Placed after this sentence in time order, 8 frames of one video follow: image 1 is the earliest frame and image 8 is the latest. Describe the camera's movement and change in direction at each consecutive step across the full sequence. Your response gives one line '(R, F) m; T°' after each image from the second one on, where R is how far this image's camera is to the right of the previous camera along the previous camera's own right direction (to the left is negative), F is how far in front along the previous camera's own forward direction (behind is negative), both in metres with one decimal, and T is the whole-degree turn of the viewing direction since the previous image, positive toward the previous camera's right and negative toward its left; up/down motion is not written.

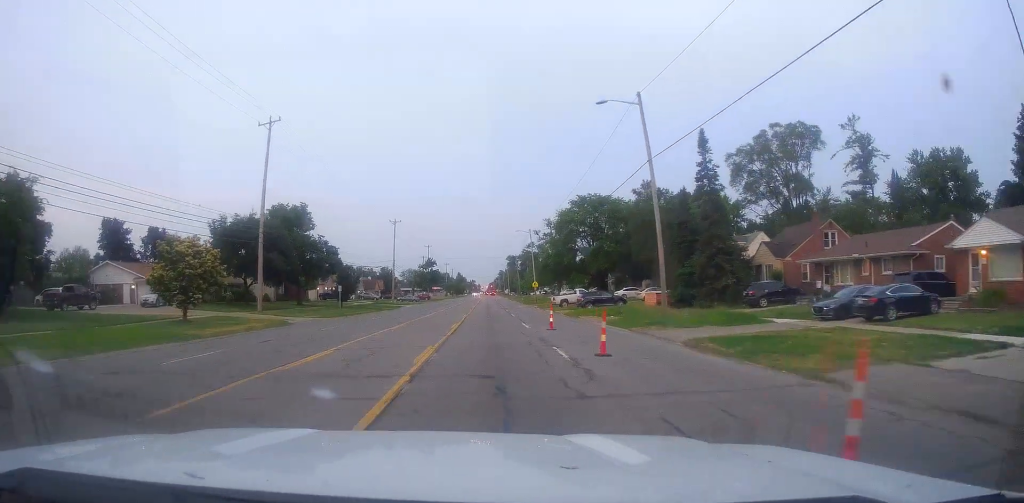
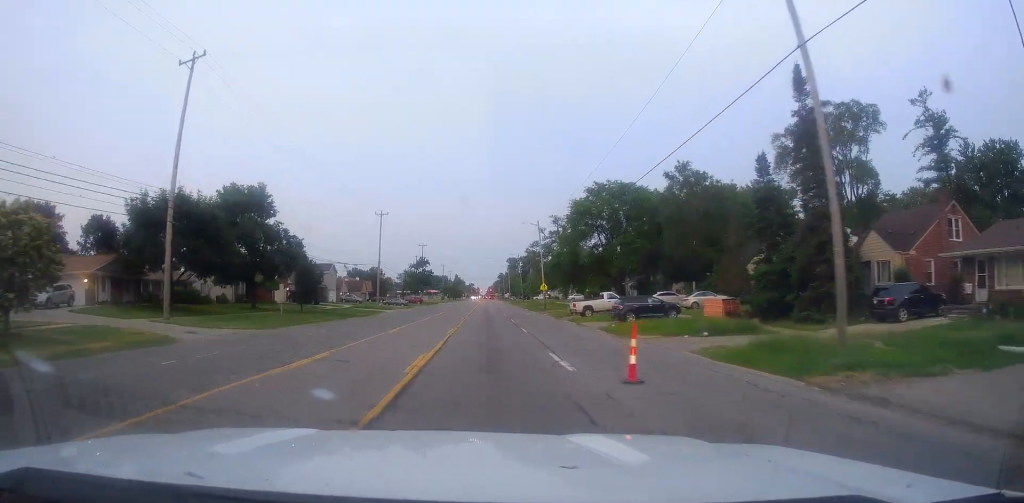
(-0.4, +15.9) m; -1°
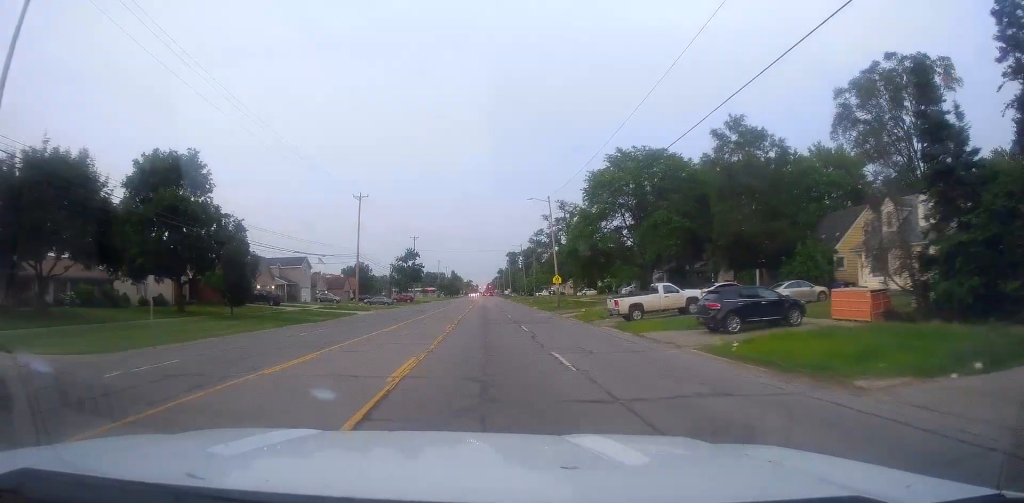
(-0.1, +16.5) m; +1°
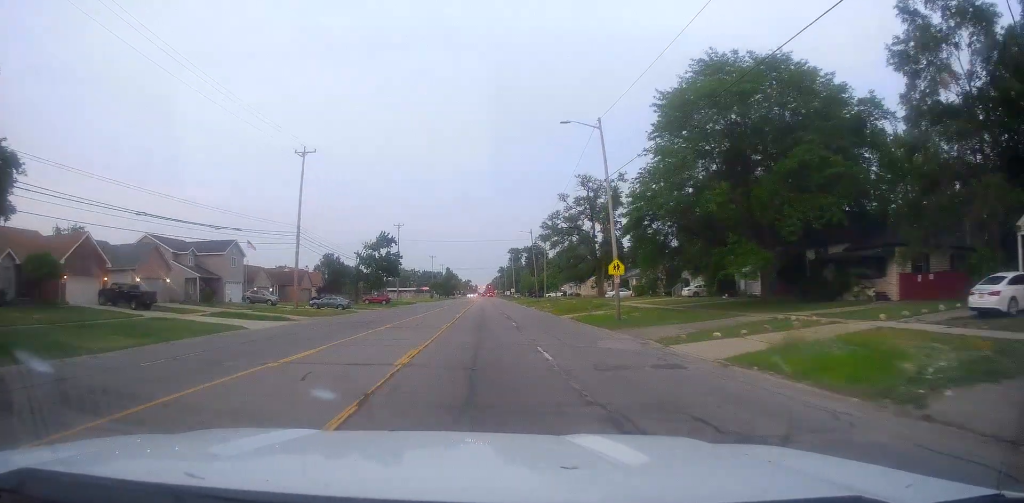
(+0.8, +29.0) m; -1°
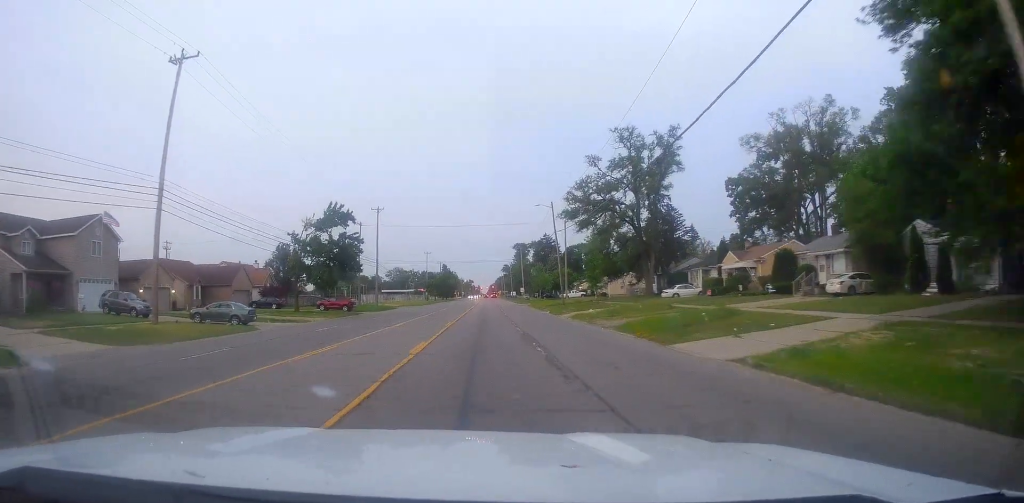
(-0.5, +28.4) m; +1°
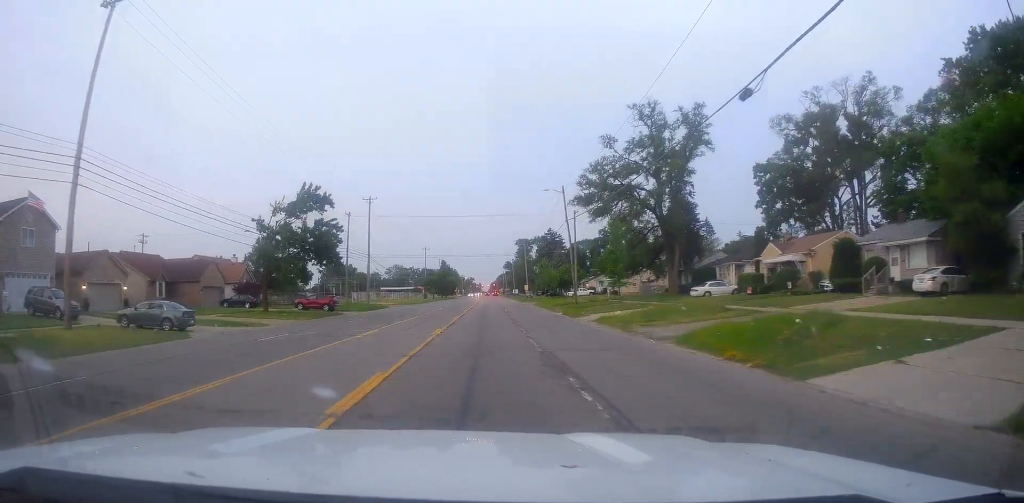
(+0.2, +8.9) m; +1°
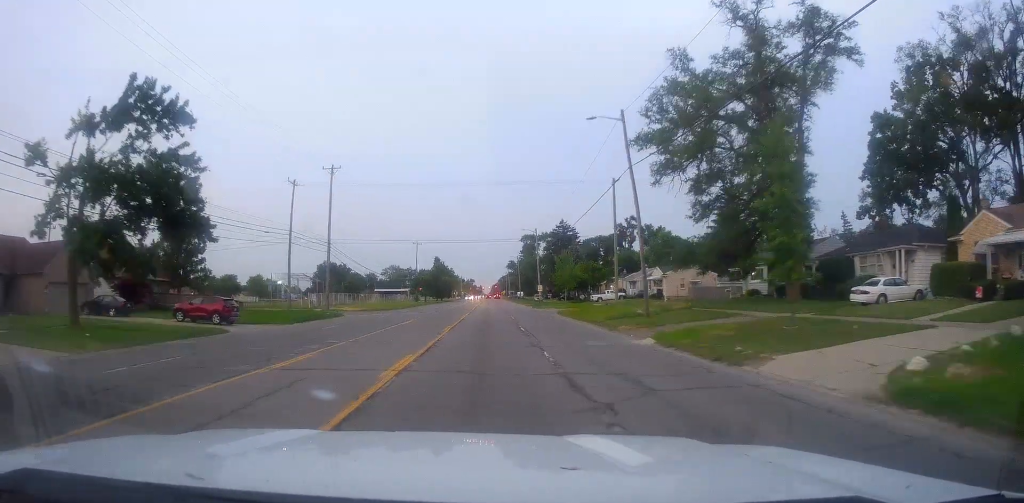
(0.0, +25.7) m; -1°
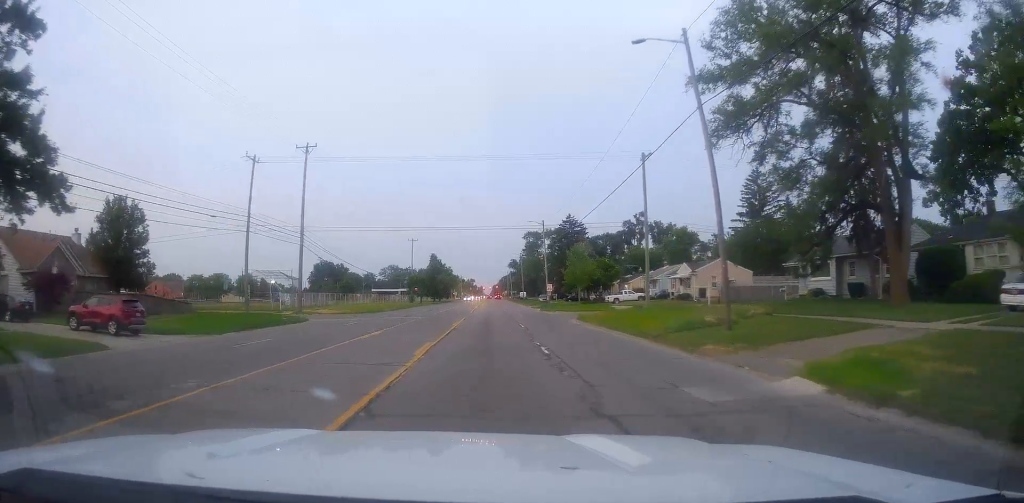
(-0.3, +11.2) m; 0°
